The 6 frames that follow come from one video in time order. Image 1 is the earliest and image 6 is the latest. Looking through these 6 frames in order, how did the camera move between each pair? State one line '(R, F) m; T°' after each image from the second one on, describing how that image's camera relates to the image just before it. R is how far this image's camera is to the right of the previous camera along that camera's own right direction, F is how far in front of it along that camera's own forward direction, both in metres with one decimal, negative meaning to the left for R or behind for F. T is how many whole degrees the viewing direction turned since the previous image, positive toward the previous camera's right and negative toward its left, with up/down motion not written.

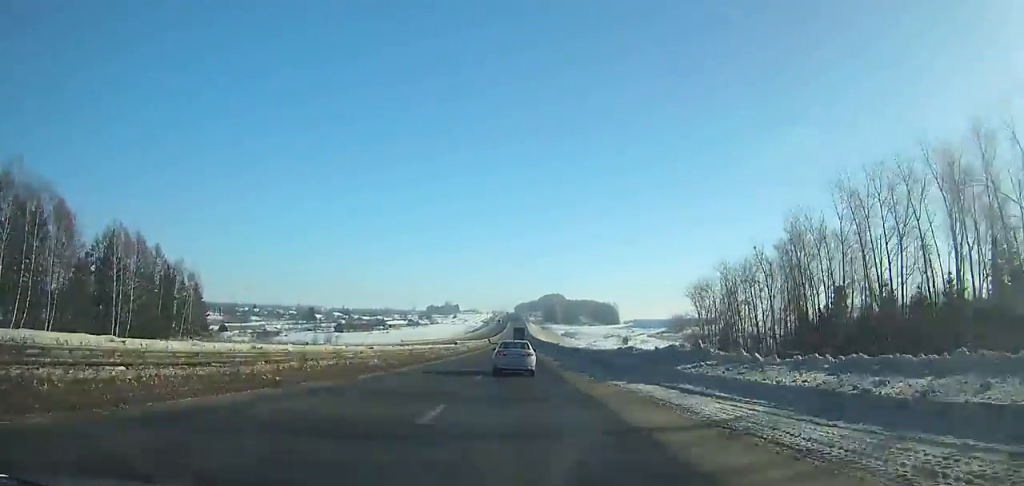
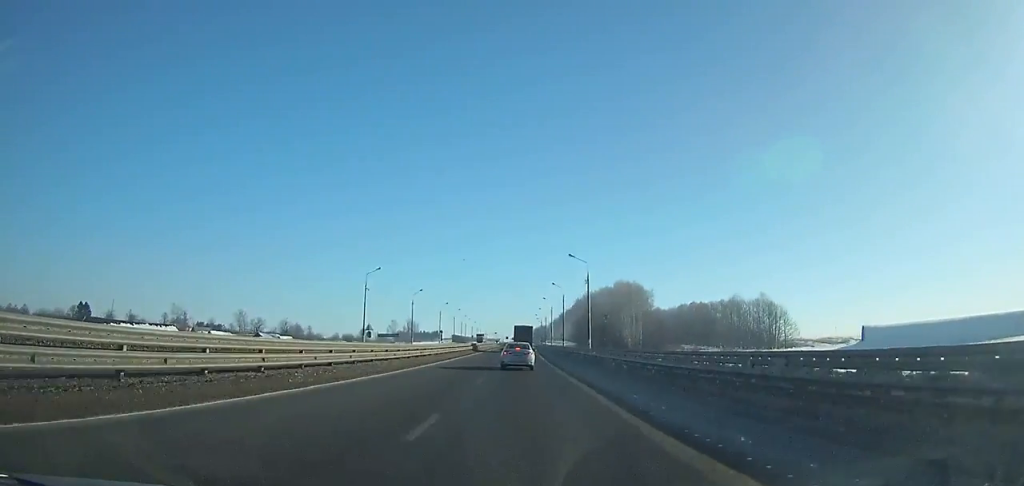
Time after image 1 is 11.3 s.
(-0.7, +300.0) m; 0°
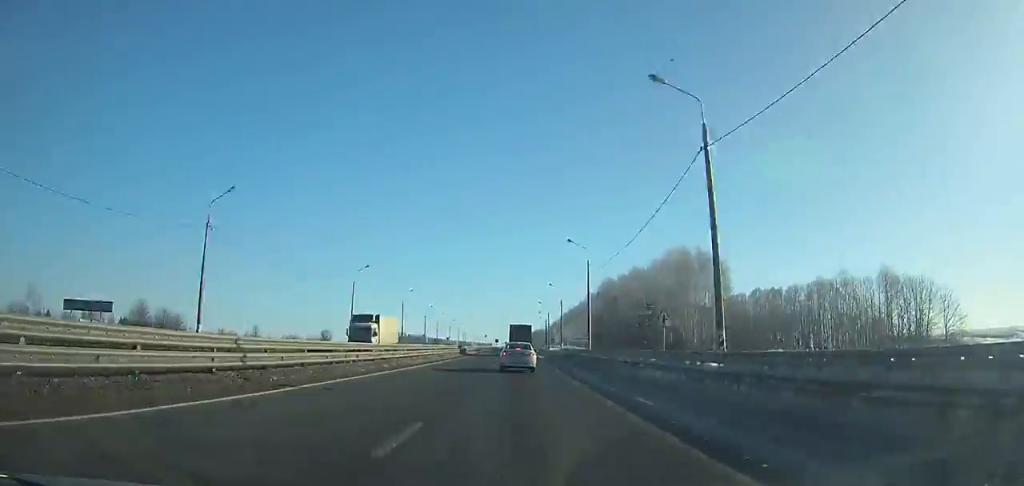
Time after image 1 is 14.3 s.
(+0.3, +70.5) m; 0°
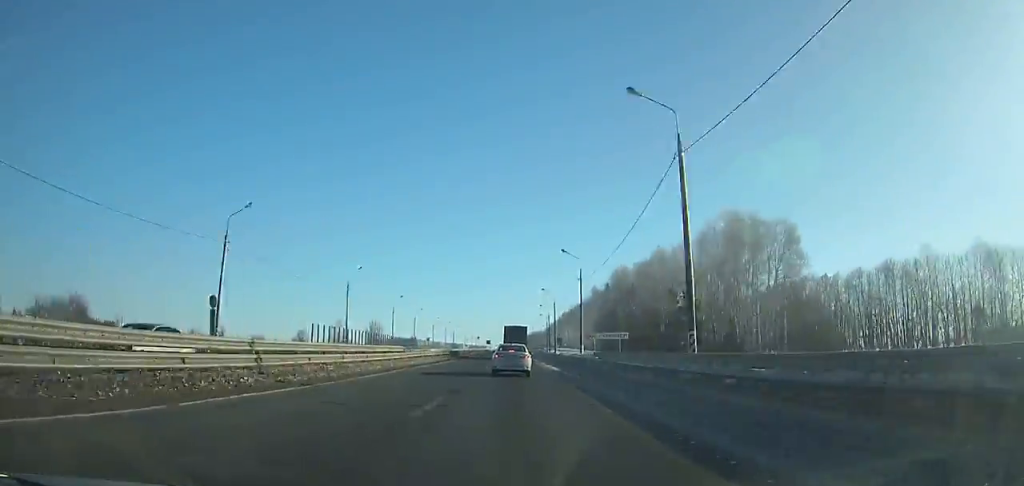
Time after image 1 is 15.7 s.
(+0.1, +30.6) m; 0°
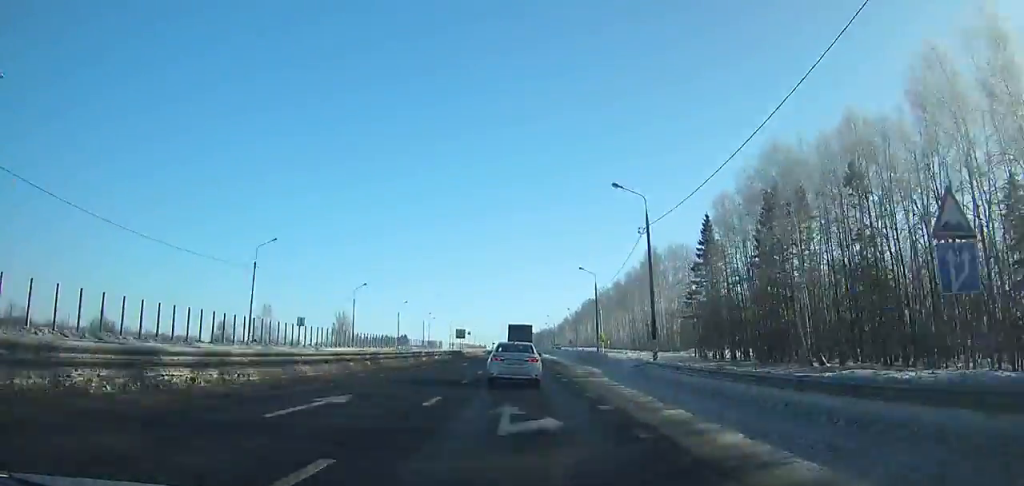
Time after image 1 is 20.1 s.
(-0.1, +88.9) m; 0°
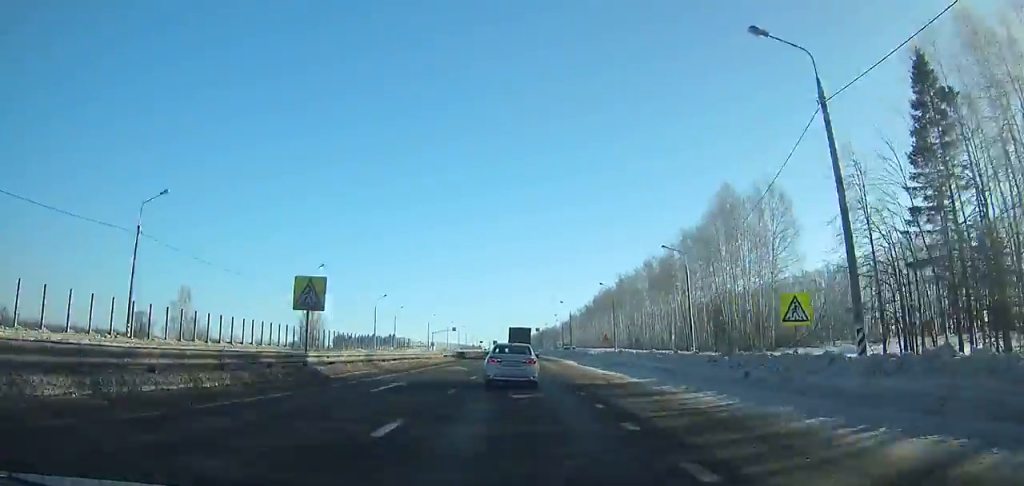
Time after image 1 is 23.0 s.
(+0.1, +53.1) m; 0°
